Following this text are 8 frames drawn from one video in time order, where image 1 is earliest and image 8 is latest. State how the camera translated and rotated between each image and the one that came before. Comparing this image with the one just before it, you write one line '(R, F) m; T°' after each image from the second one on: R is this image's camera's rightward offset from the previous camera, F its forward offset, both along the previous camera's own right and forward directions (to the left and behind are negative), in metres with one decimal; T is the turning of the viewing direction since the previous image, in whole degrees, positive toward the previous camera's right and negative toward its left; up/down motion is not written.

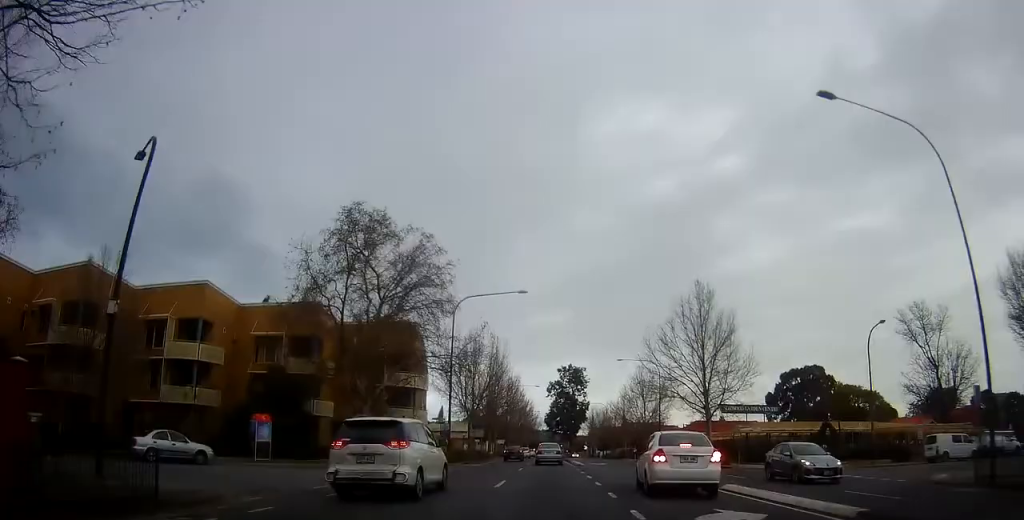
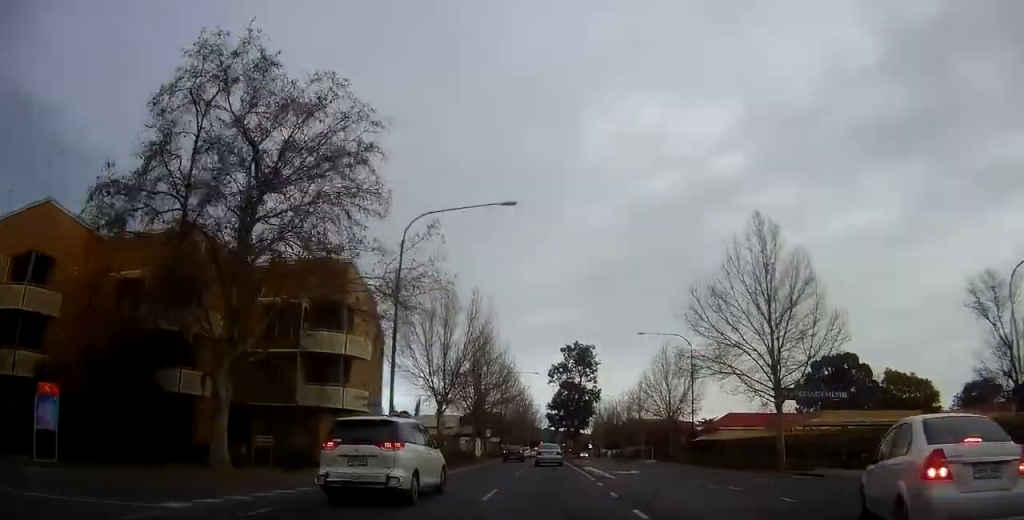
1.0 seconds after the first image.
(-0.5, +15.7) m; -2°
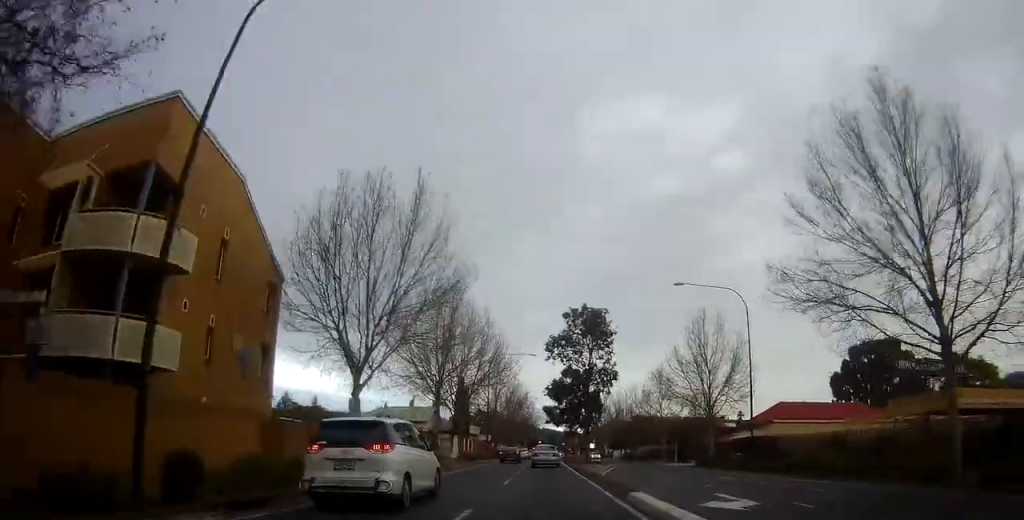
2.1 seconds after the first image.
(+0.1, +16.8) m; +1°
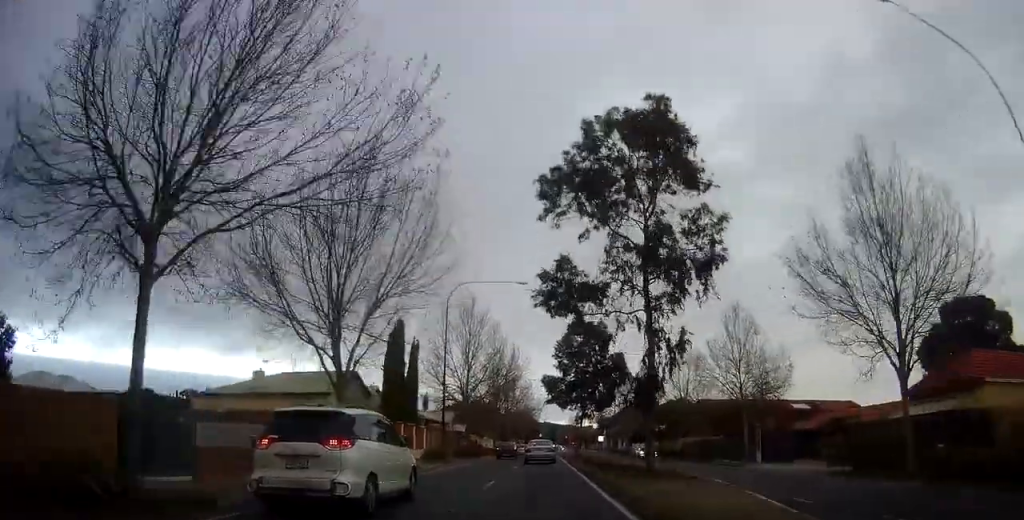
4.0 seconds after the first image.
(-0.3, +28.3) m; -2°
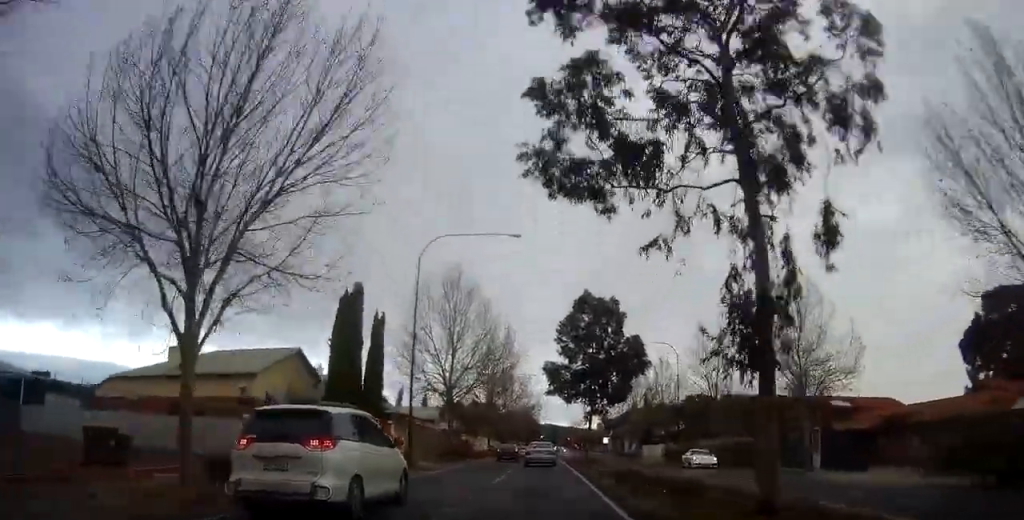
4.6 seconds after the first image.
(+0.3, +9.8) m; 0°
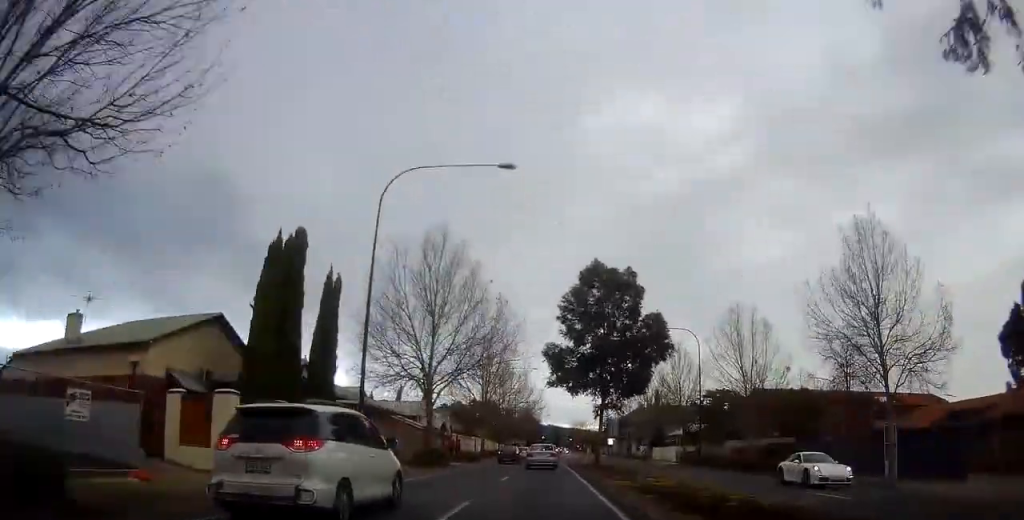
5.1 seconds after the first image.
(-0.1, +8.2) m; +1°
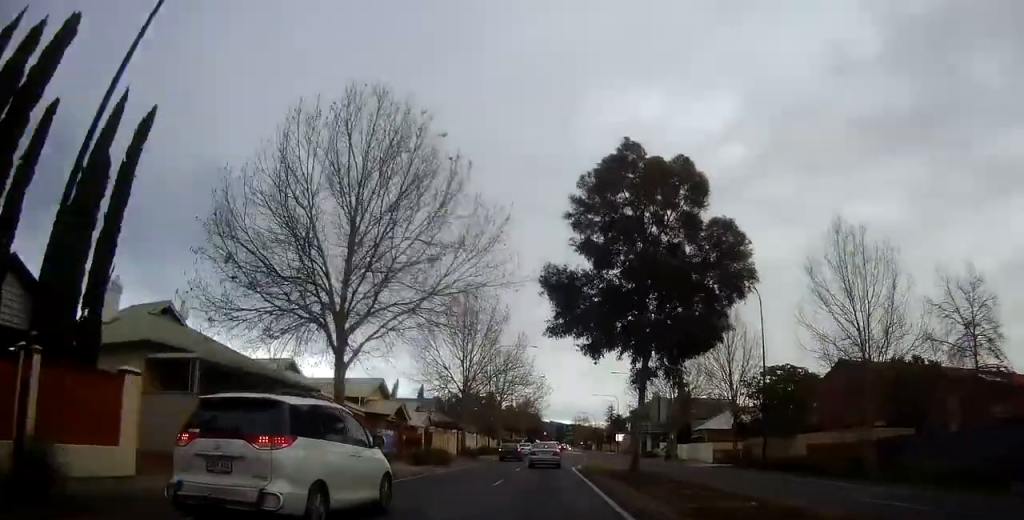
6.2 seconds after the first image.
(+0.1, +15.9) m; +2°
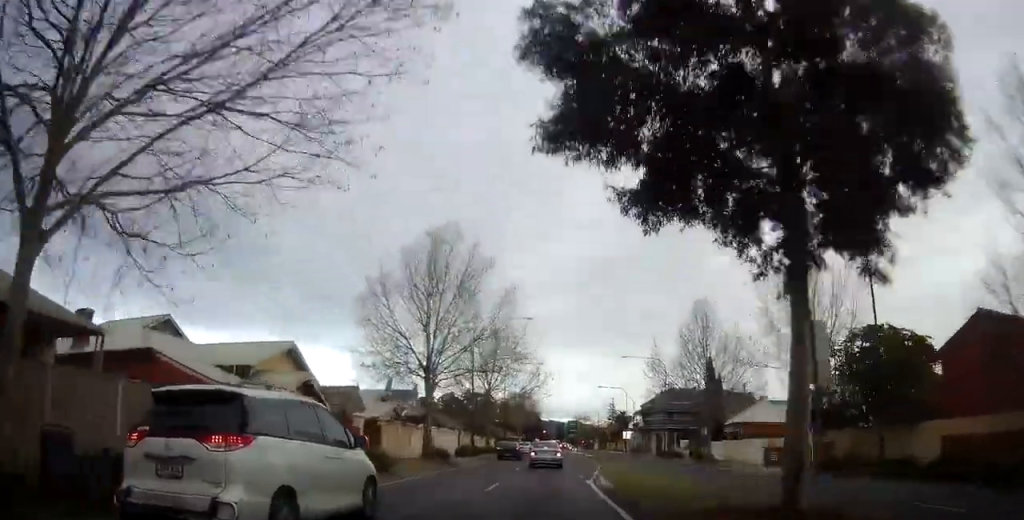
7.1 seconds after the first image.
(+0.3, +14.2) m; 0°
